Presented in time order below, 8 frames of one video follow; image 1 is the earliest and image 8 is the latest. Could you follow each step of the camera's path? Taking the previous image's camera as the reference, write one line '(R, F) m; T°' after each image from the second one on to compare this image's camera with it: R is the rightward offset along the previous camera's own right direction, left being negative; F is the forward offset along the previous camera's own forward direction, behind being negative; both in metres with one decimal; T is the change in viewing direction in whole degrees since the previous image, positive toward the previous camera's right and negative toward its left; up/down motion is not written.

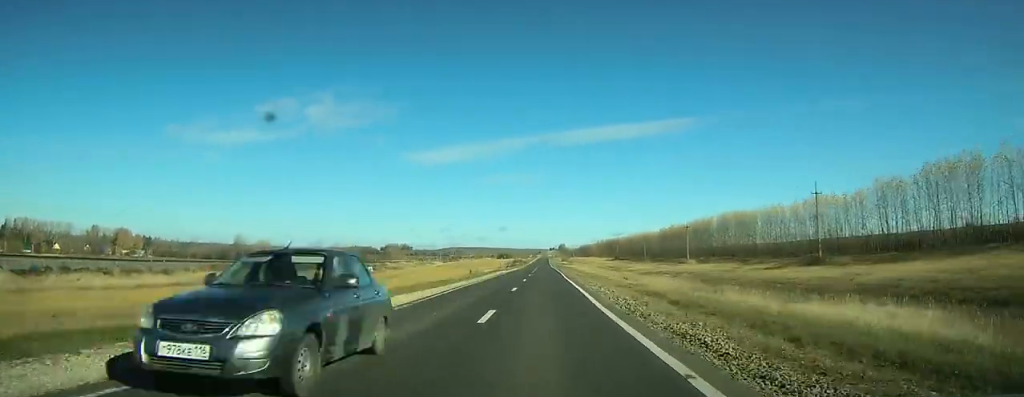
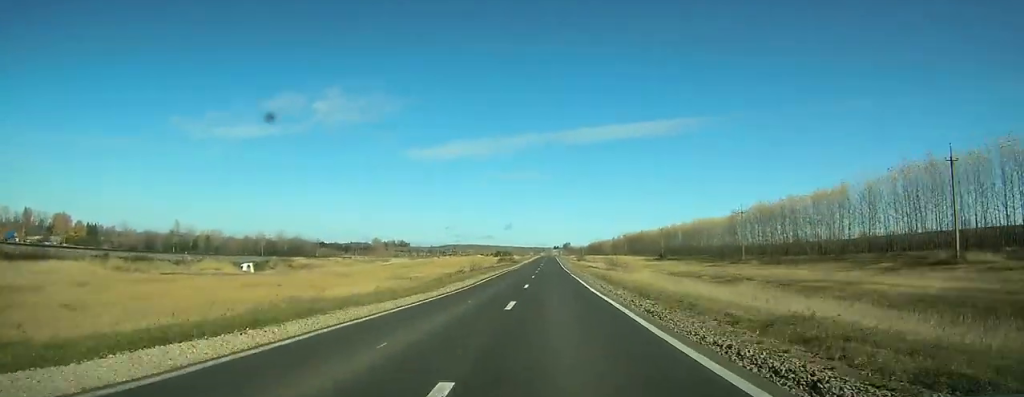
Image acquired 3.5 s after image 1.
(-0.3, +90.1) m; 0°
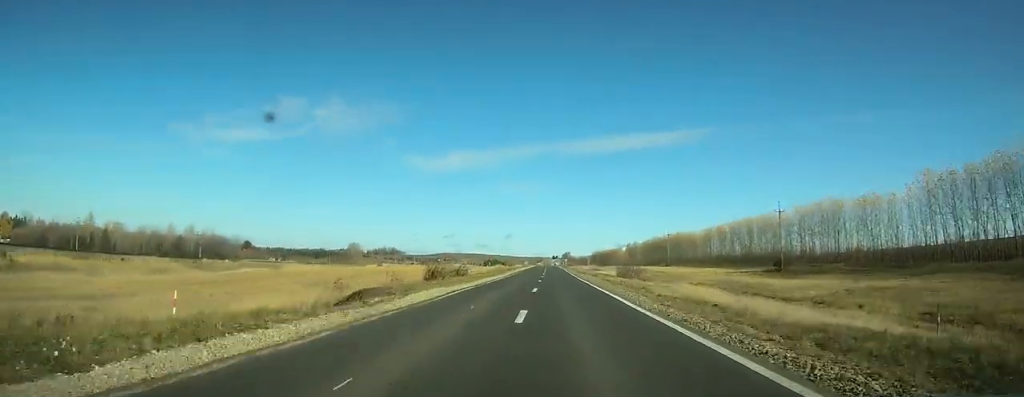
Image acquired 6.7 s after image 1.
(-0.2, +86.6) m; 0°
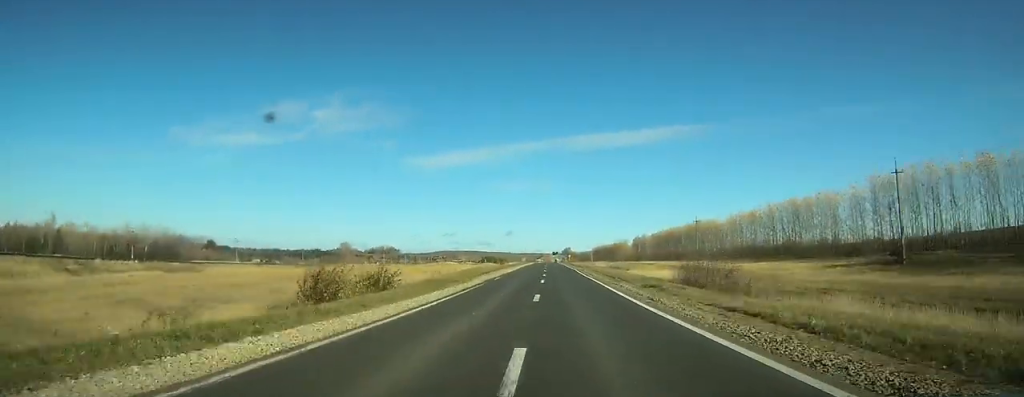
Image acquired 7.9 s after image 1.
(+0.1, +29.9) m; 0°
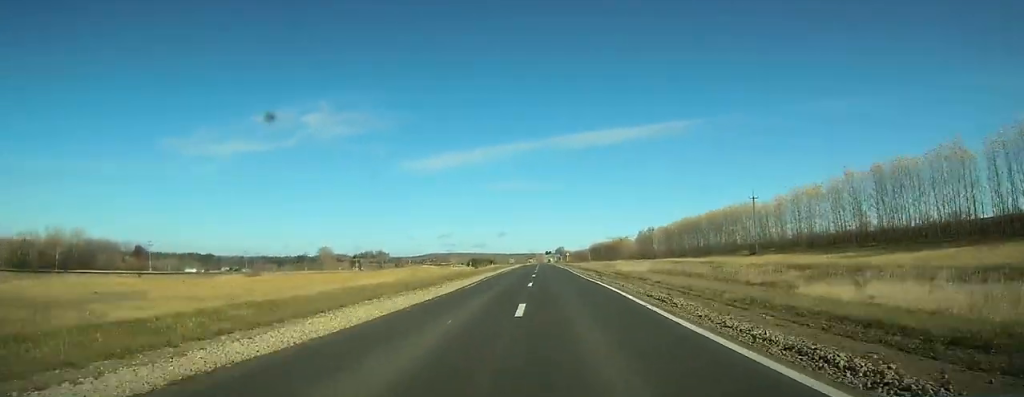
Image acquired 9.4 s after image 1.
(+0.1, +40.4) m; 0°
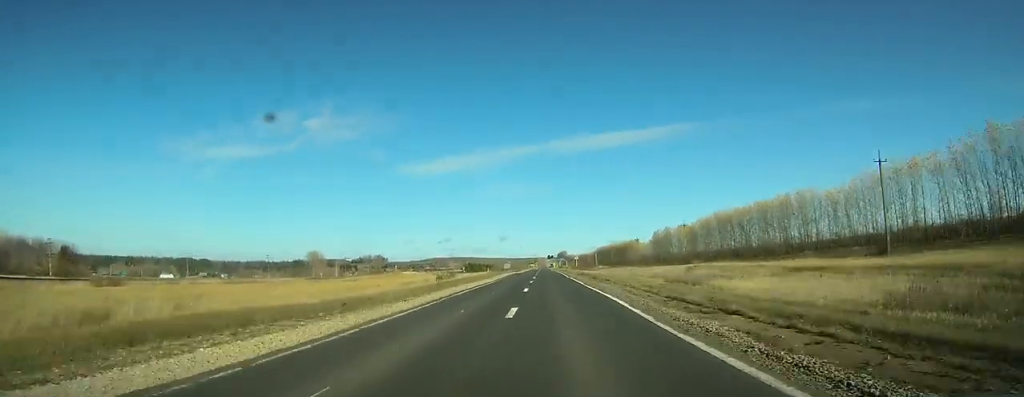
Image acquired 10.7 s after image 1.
(0.0, +35.0) m; 0°
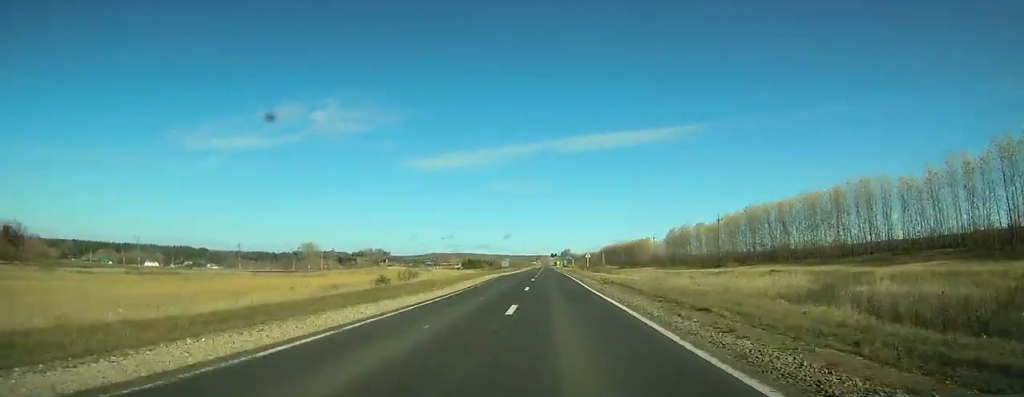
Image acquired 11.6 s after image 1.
(+0.1, +22.6) m; 0°
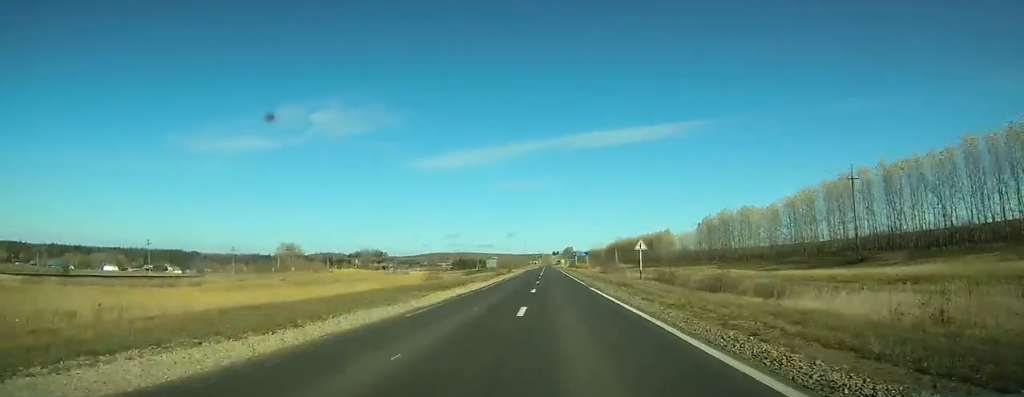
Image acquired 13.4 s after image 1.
(0.0, +46.9) m; 0°
